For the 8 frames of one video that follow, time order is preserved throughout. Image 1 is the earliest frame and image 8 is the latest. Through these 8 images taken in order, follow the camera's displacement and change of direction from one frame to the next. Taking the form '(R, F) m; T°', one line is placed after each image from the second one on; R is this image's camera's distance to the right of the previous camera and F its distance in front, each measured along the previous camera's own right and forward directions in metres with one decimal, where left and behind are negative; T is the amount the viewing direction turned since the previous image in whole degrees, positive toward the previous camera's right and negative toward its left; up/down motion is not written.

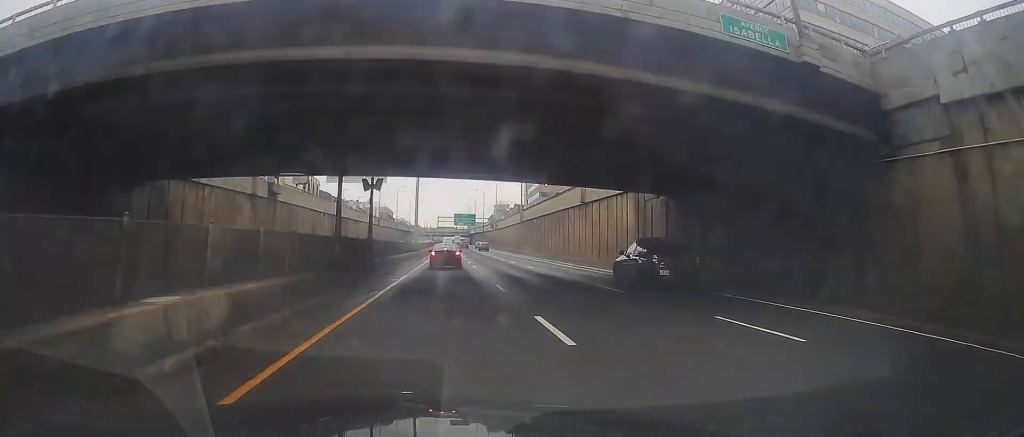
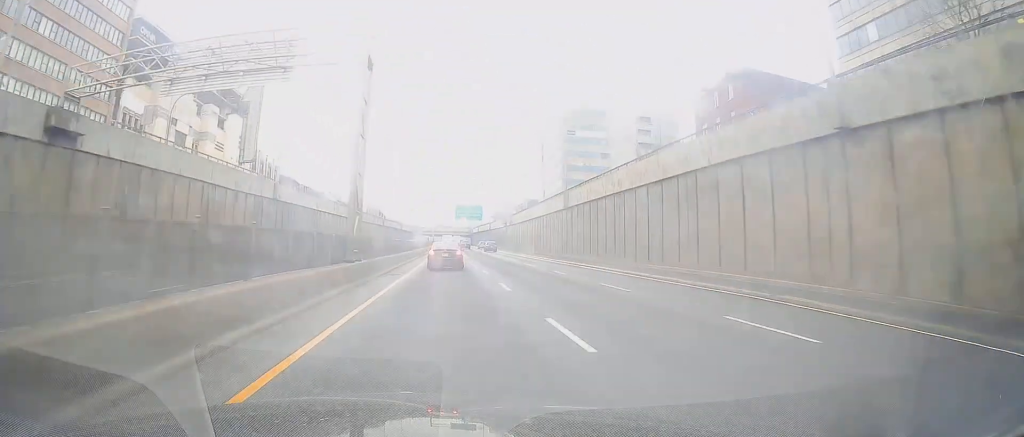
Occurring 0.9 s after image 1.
(0.0, +36.0) m; 0°
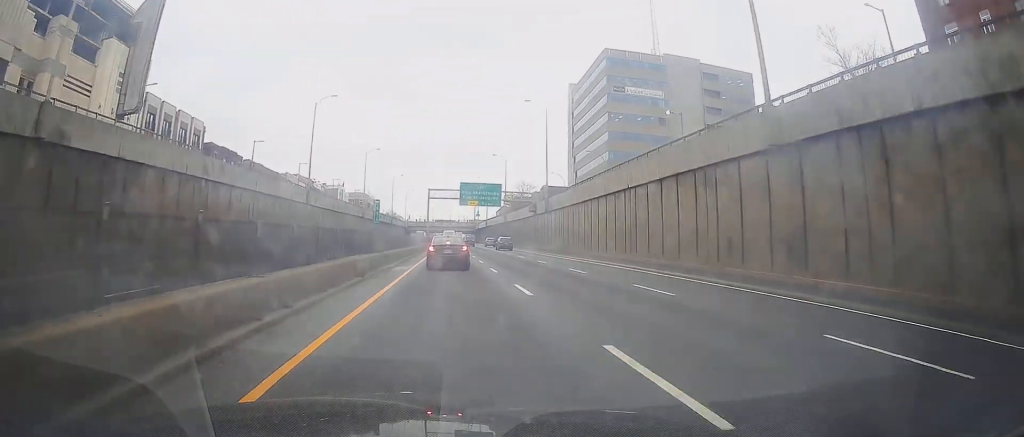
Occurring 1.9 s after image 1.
(0.0, +36.6) m; -1°
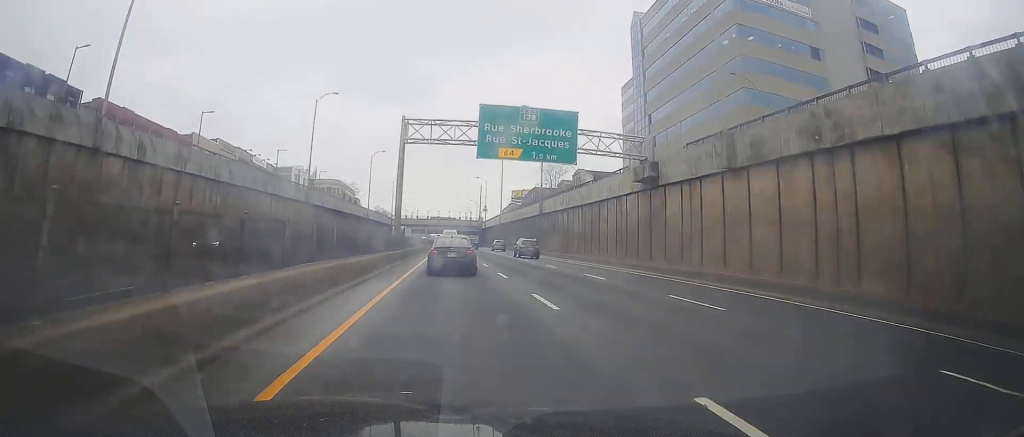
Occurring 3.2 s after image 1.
(-0.6, +47.1) m; 0°
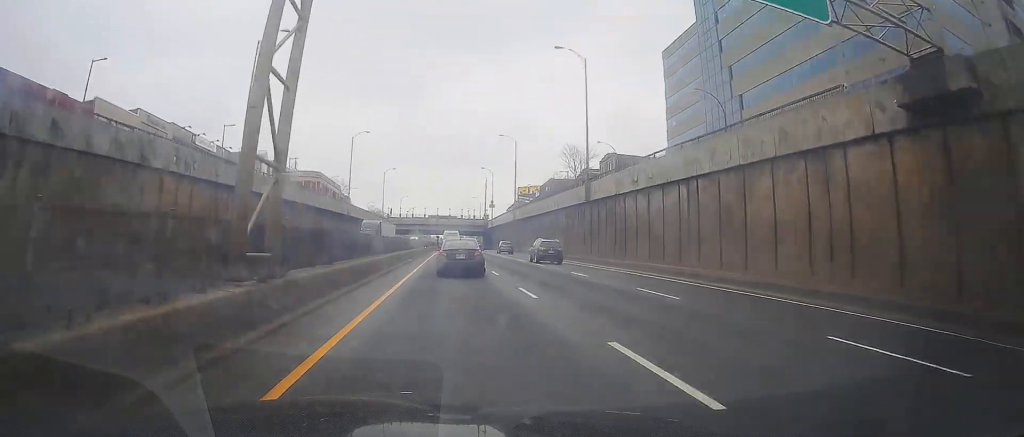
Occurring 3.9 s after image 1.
(+0.2, +25.5) m; +1°
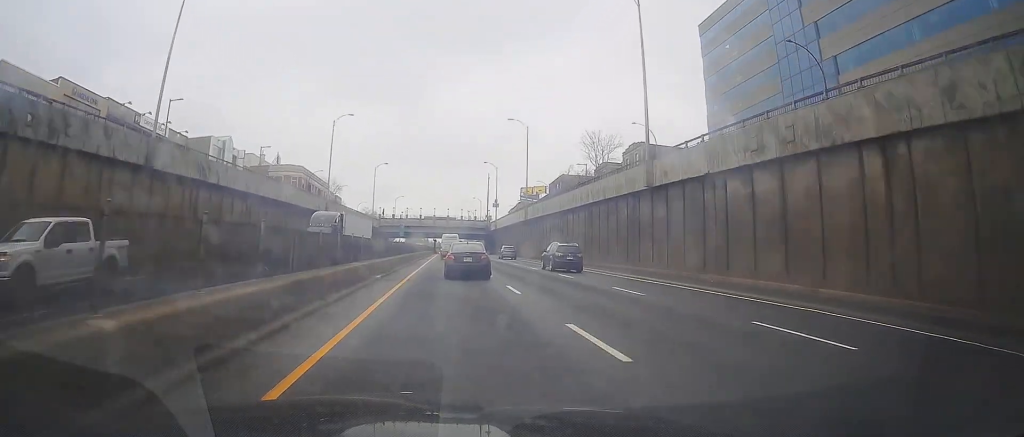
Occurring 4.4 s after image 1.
(+0.2, +17.2) m; 0°
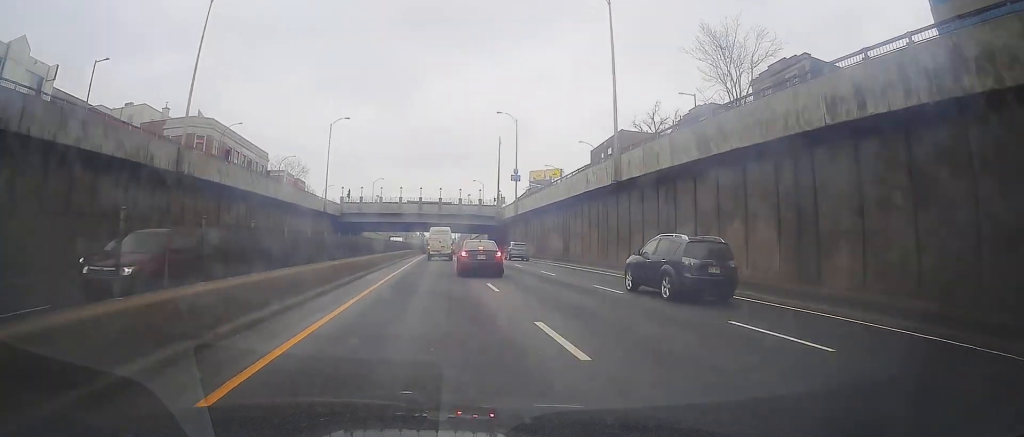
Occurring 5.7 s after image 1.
(-0.4, +43.3) m; -1°
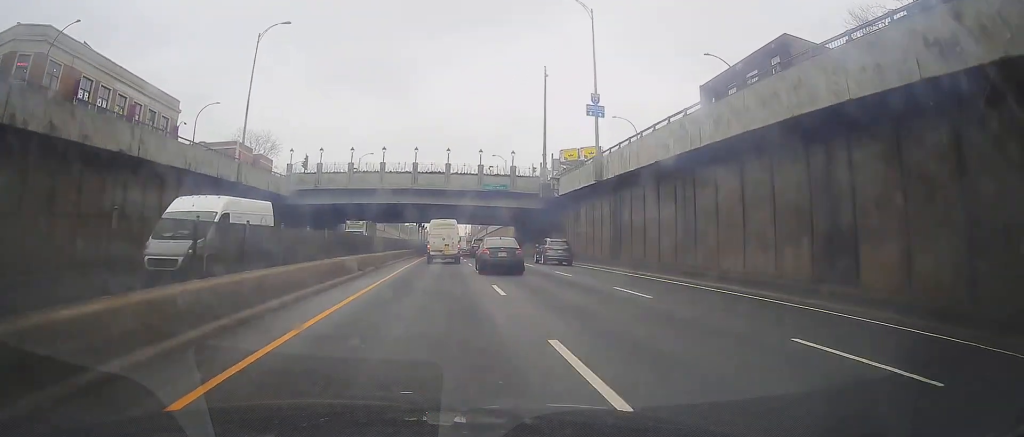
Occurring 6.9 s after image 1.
(+0.1, +37.8) m; 0°
